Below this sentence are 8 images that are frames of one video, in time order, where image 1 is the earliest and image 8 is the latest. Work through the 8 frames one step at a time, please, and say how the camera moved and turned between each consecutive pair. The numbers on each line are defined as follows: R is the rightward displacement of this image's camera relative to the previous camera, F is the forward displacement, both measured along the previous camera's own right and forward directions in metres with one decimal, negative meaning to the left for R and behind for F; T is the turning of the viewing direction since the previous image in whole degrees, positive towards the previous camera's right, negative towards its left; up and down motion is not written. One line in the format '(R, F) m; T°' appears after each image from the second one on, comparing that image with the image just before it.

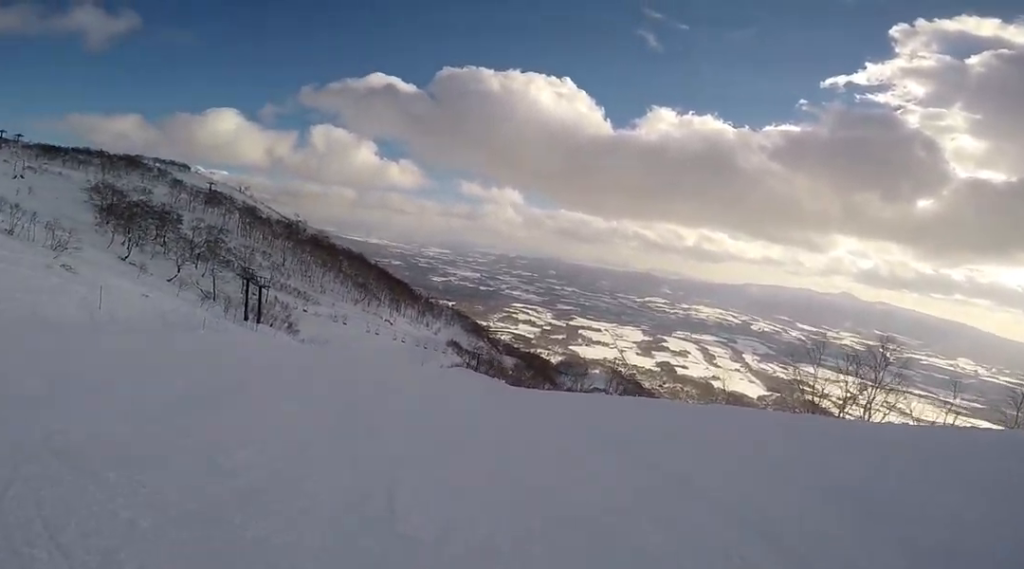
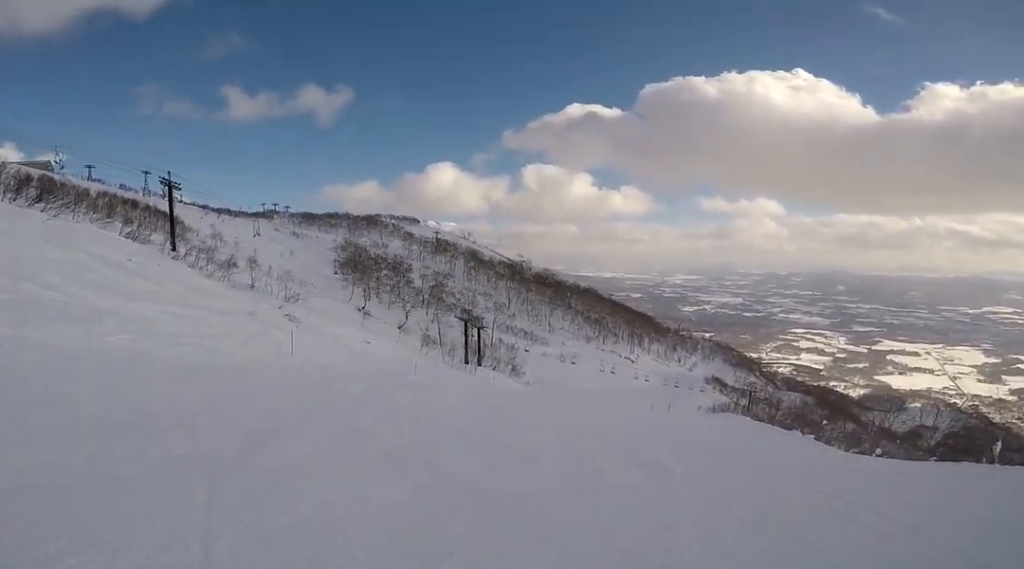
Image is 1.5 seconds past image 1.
(-3.3, +6.1) m; -33°
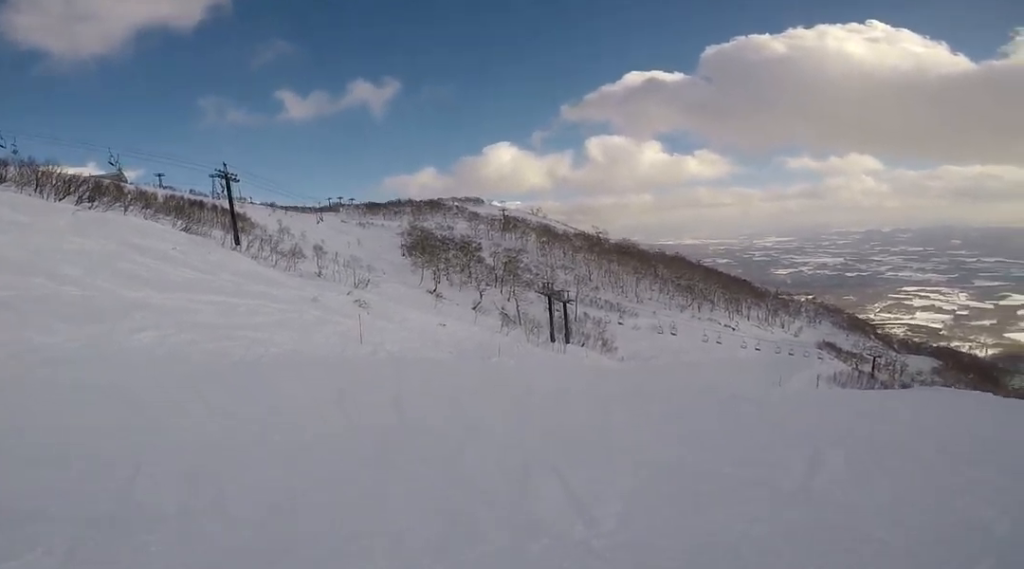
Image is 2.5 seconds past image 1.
(-0.1, +4.9) m; 0°
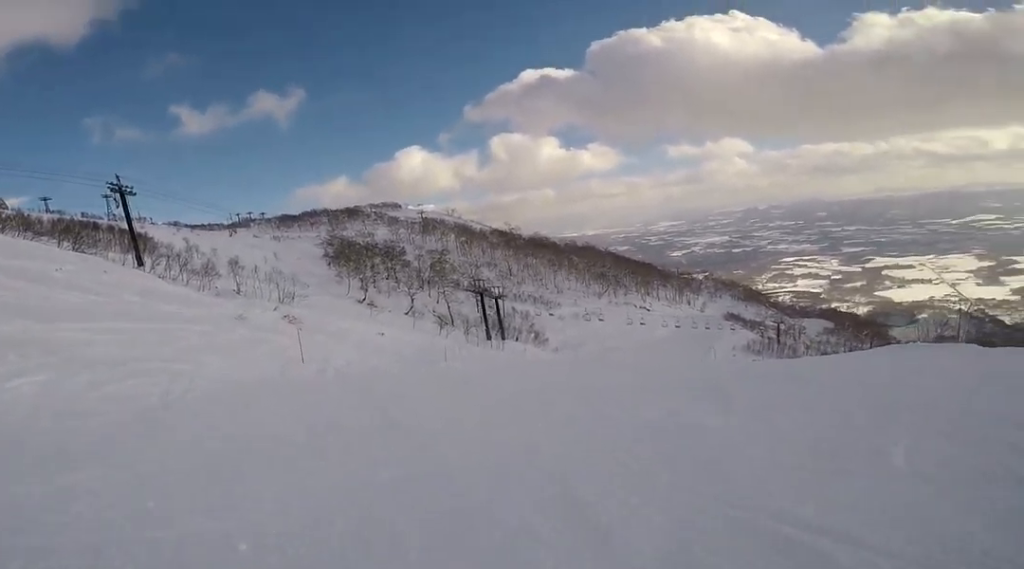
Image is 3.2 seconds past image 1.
(0.0, +3.1) m; +8°
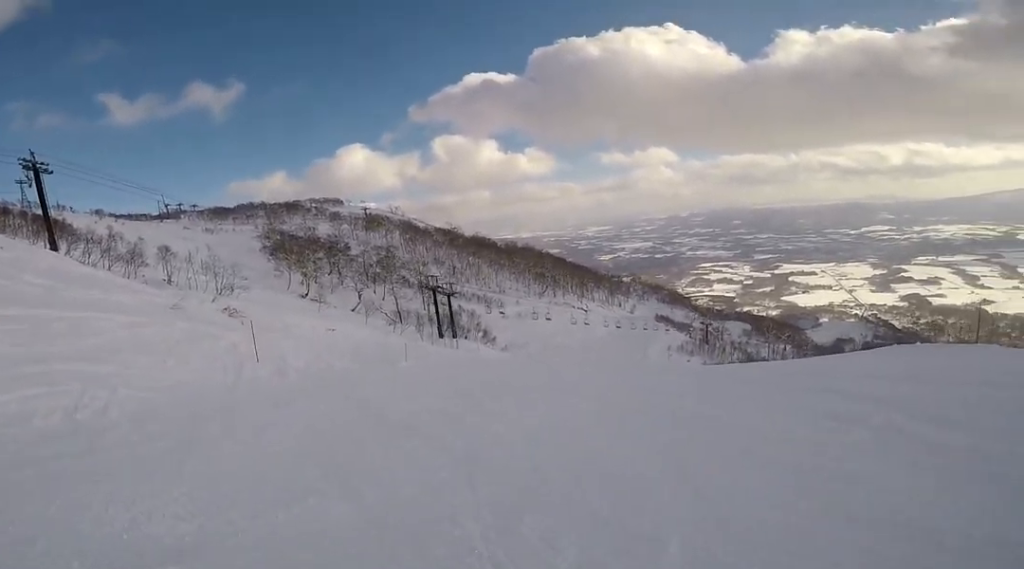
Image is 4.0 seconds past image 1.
(+0.1, +3.7) m; +19°
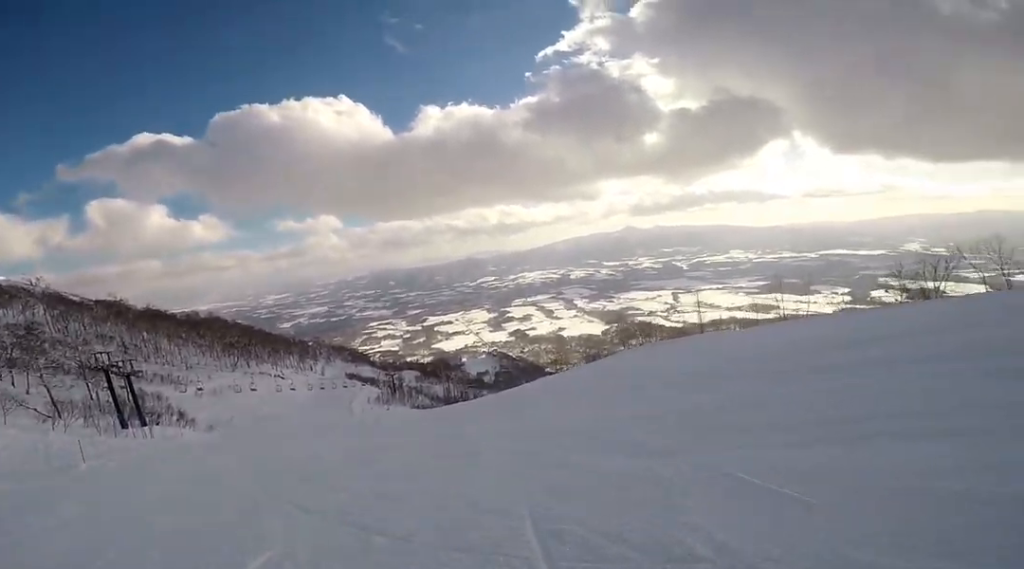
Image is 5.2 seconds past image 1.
(+2.7, +5.2) m; +45°
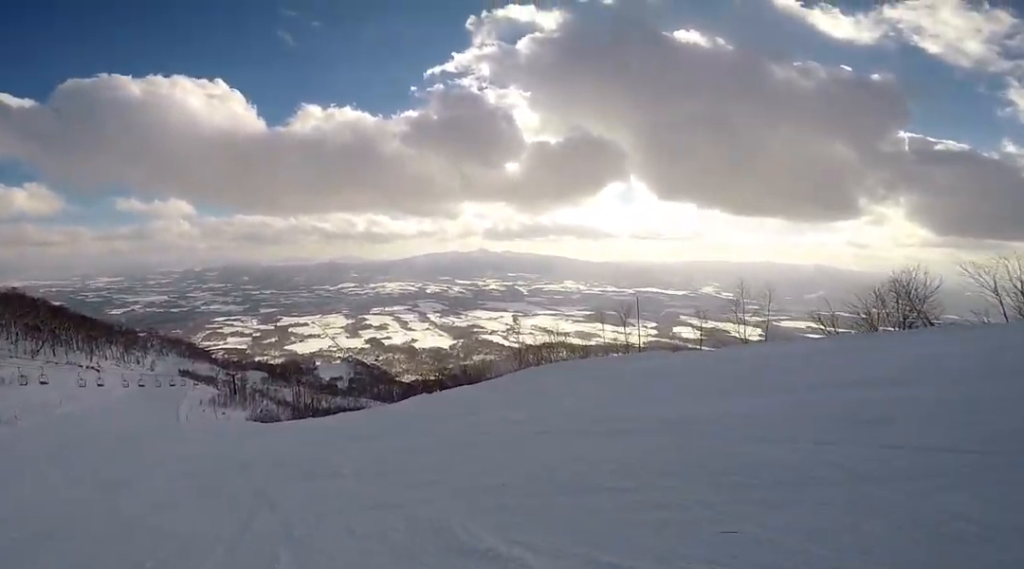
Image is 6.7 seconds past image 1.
(+1.4, +7.6) m; -6°
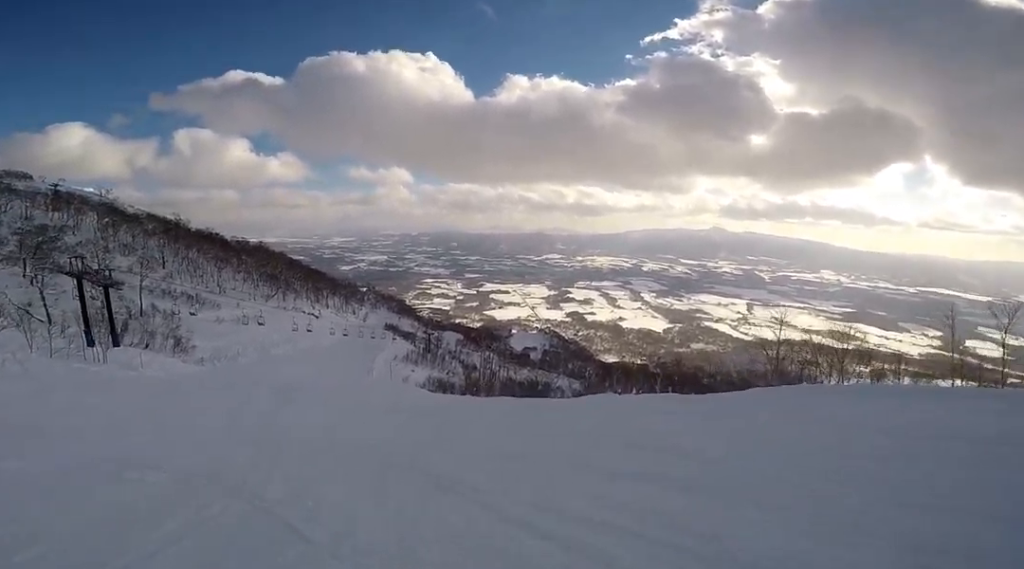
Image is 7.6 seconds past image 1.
(-1.1, +5.6) m; -36°
